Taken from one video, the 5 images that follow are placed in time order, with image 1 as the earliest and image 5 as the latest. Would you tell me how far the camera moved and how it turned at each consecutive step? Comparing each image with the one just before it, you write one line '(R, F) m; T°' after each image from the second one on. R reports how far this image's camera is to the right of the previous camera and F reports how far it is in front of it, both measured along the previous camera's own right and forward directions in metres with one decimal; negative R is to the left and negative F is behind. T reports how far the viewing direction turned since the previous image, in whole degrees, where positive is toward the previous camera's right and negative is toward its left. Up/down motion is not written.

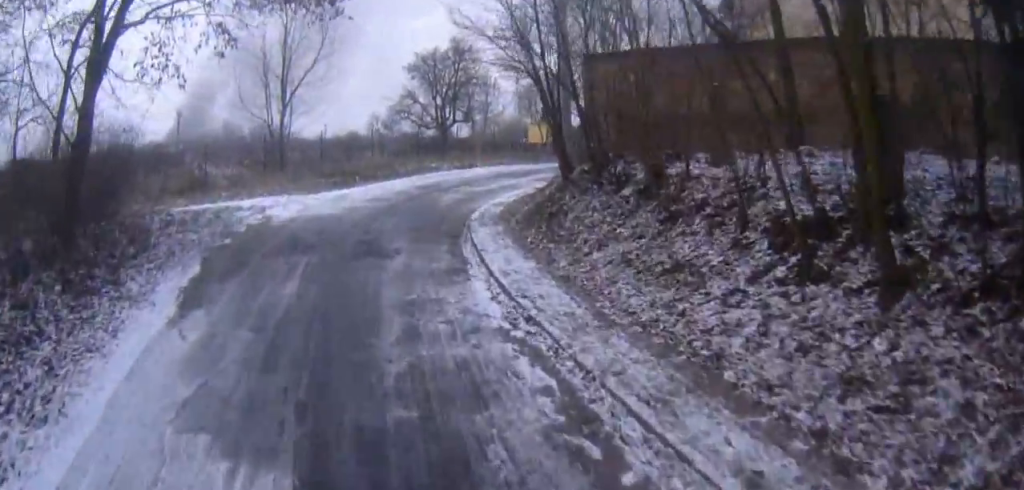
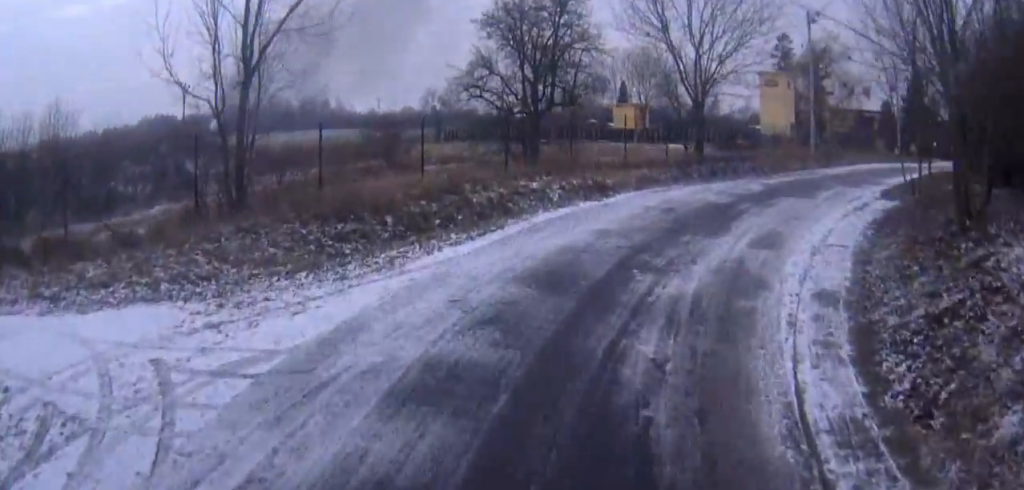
(-0.7, +15.7) m; -2°
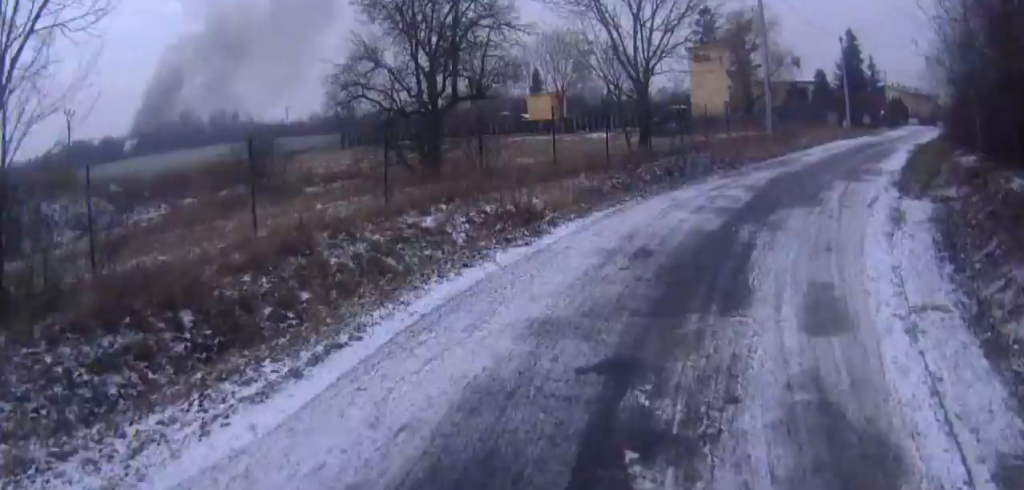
(0.0, +6.3) m; +3°
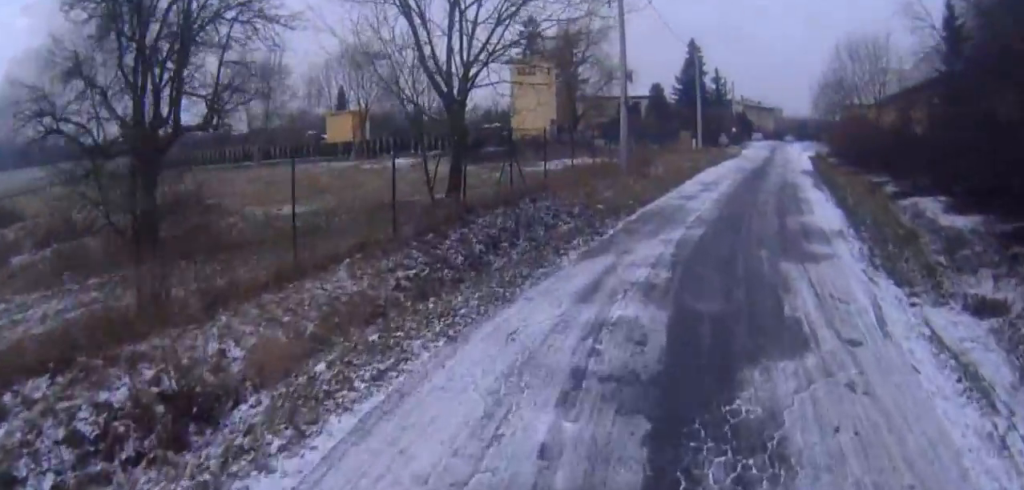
(+0.5, +8.0) m; +7°
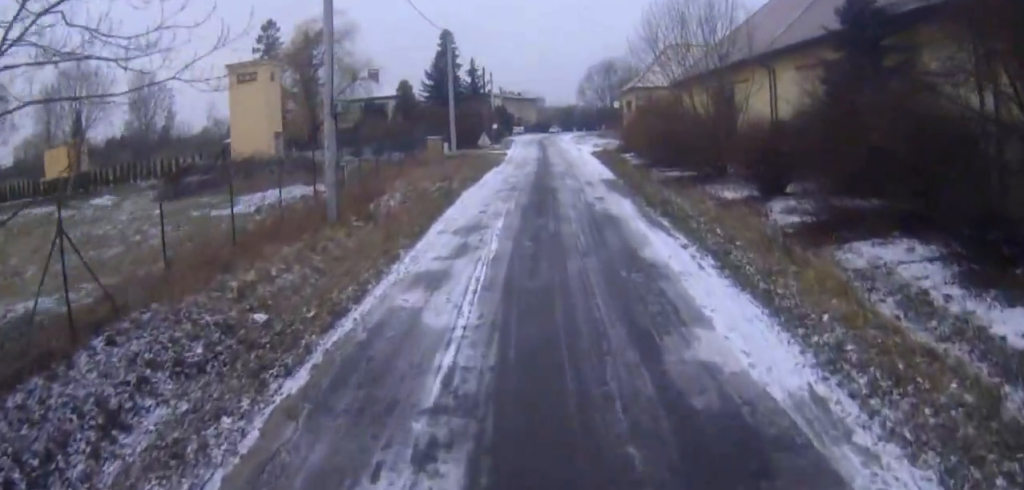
(+0.8, +10.0) m; +10°
